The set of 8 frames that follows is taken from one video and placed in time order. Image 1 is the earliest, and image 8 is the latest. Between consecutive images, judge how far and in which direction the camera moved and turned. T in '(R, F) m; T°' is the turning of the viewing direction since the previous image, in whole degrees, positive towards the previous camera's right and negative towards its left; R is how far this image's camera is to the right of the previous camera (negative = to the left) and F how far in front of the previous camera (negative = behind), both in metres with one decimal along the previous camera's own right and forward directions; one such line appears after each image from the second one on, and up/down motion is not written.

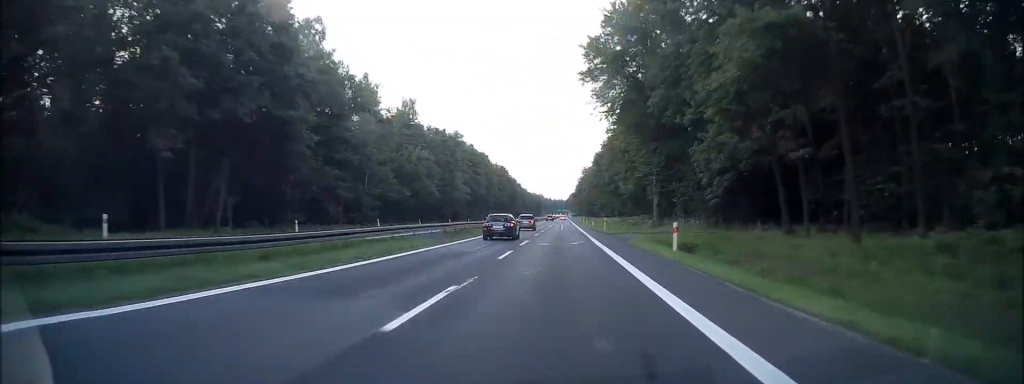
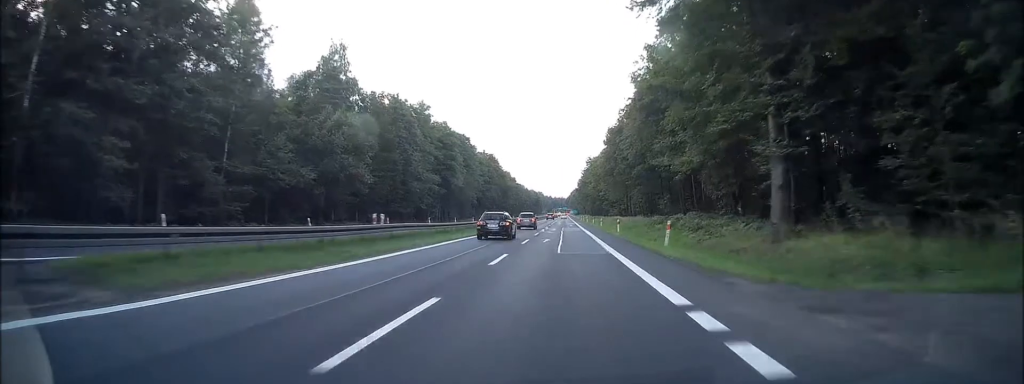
(-0.1, +35.4) m; 0°
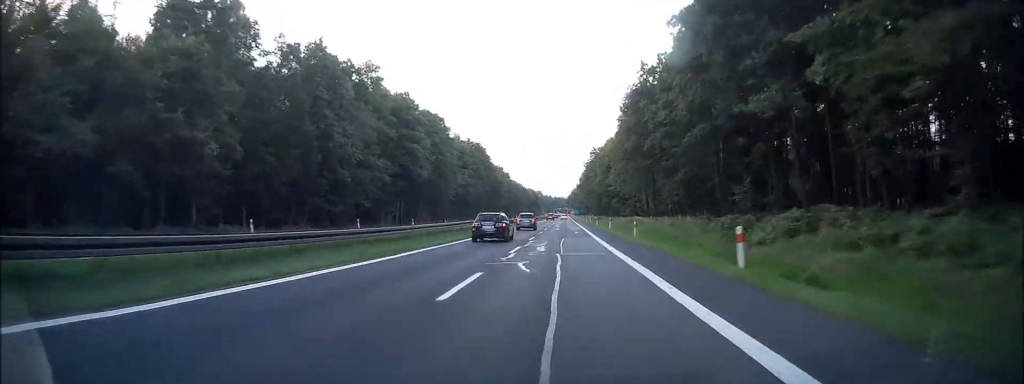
(0.0, +30.2) m; 0°
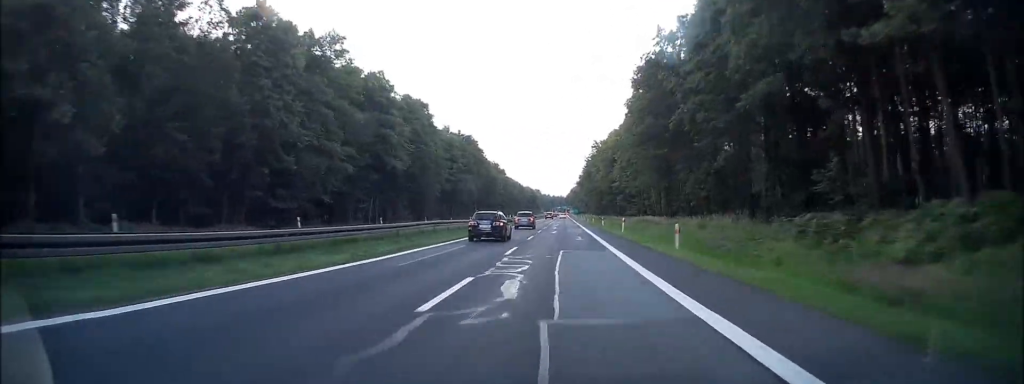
(0.0, +12.9) m; 0°
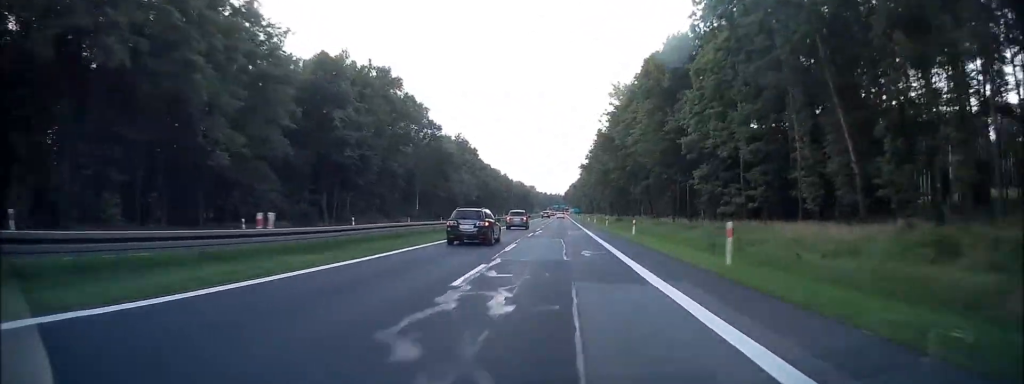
(+0.1, +67.7) m; 0°
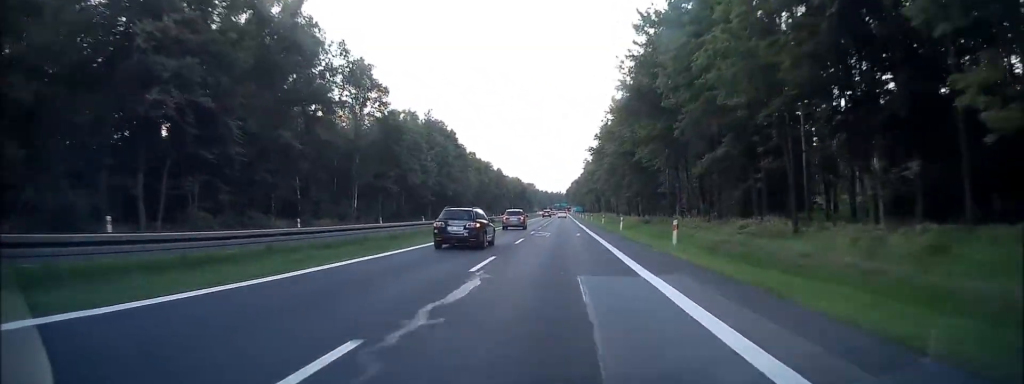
(0.0, +32.8) m; 0°
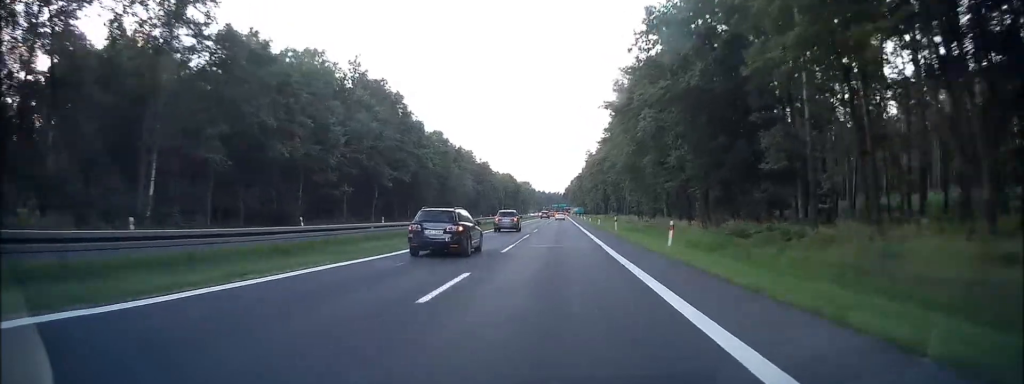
(0.0, +39.8) m; 0°
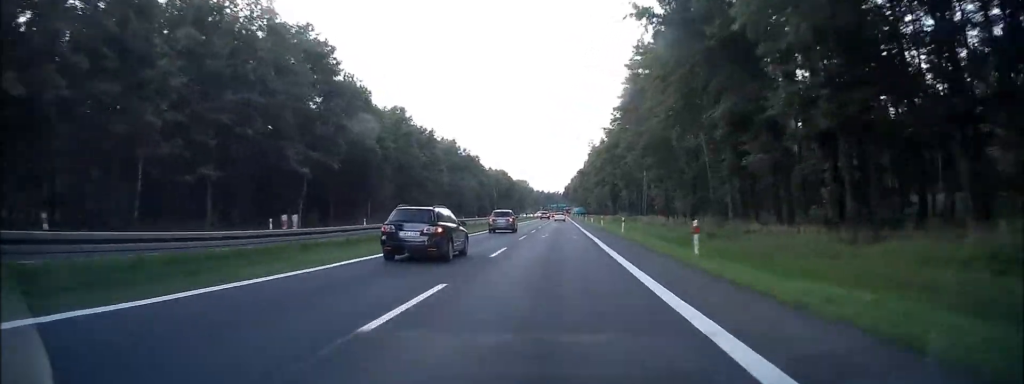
(0.0, +25.8) m; 0°
